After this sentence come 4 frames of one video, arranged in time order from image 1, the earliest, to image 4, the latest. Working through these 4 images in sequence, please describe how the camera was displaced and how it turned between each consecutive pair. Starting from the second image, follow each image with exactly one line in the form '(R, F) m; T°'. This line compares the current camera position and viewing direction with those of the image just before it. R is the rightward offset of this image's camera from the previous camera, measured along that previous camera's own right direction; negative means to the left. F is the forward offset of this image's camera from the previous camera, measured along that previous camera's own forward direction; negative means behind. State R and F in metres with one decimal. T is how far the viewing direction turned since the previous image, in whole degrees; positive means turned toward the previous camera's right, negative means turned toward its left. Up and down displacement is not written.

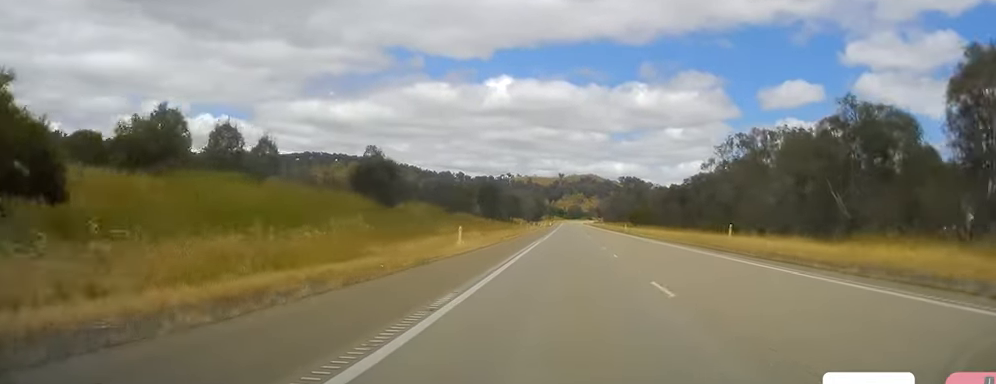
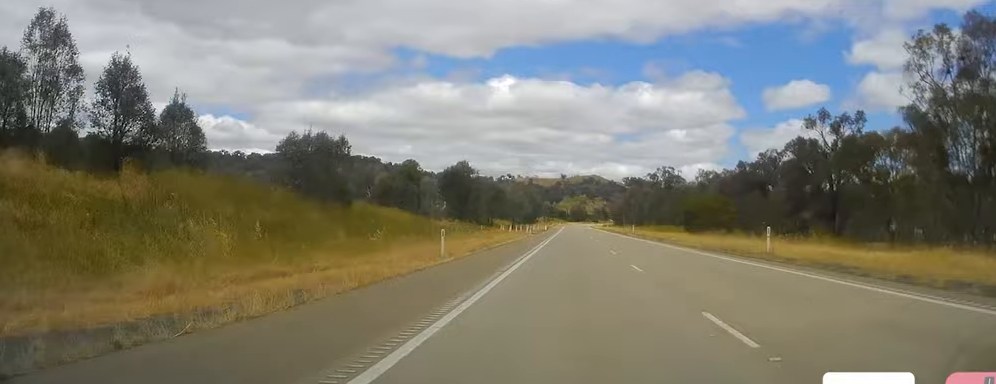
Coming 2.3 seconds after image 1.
(-0.5, +65.9) m; 0°
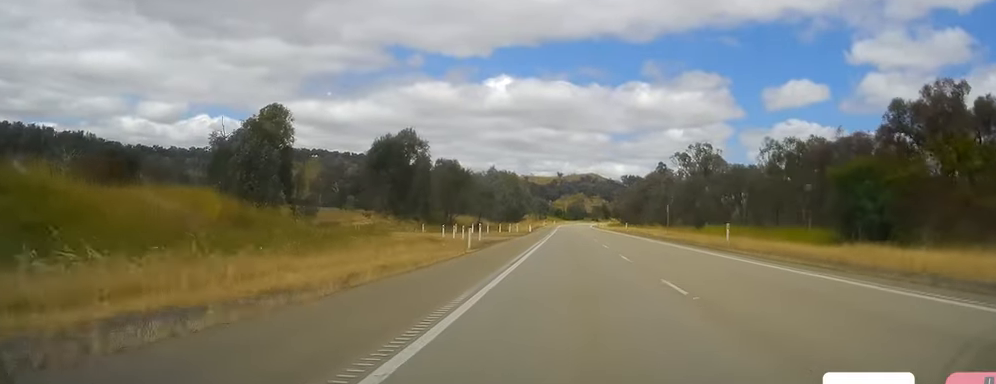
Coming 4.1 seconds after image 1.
(-0.2, +52.5) m; -1°
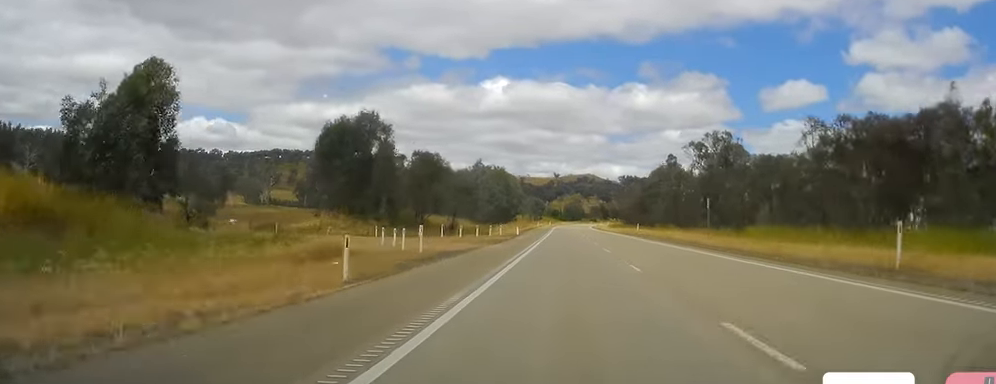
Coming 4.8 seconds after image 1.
(+0.1, +19.1) m; 0°
